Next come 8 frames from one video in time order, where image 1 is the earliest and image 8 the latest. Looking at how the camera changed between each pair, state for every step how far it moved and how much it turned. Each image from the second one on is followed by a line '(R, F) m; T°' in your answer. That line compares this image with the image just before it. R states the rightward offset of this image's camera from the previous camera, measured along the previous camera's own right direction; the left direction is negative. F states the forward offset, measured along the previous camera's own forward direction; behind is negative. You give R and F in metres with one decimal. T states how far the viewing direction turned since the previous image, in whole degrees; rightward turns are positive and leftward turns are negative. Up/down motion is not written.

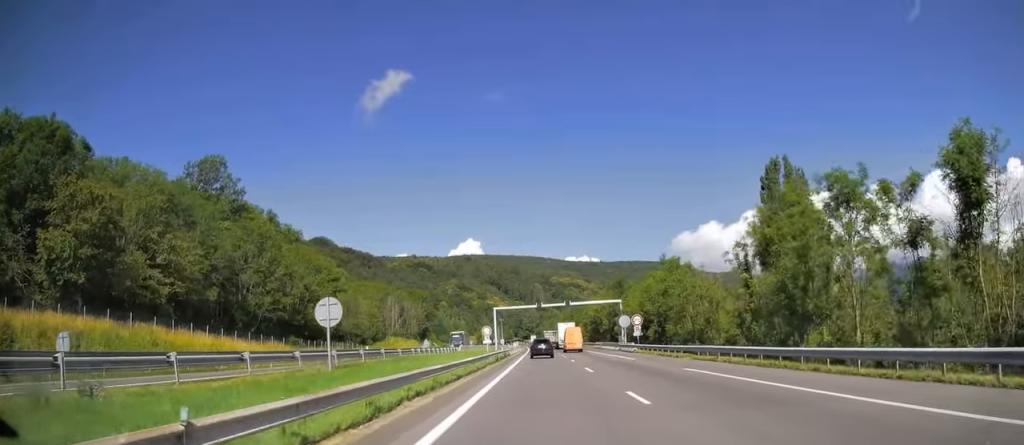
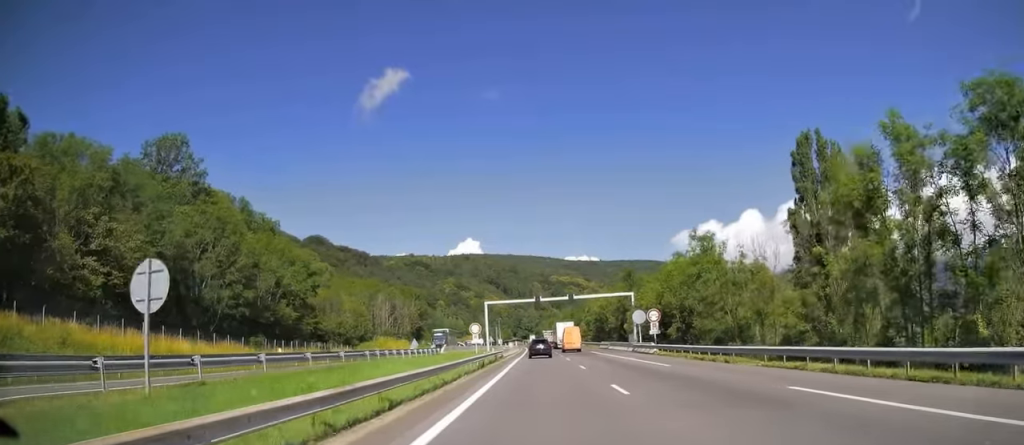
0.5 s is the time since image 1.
(0.0, +10.6) m; 0°
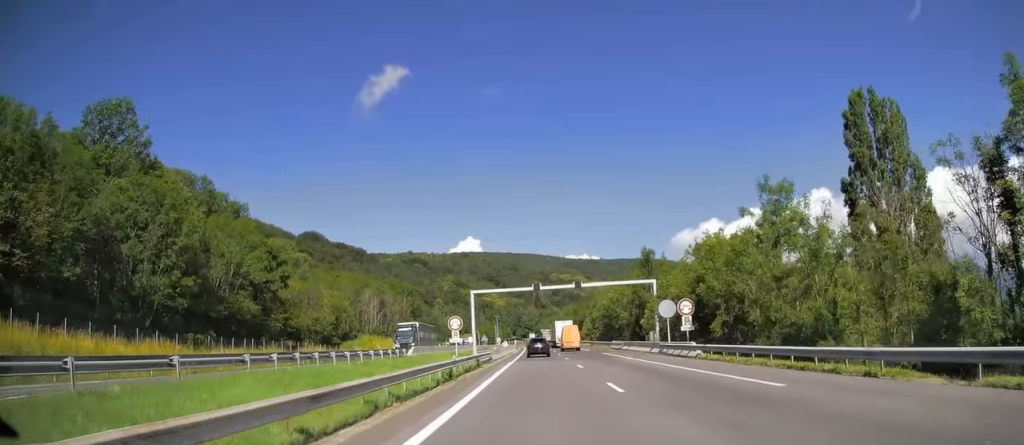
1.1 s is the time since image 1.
(0.0, +12.8) m; 0°
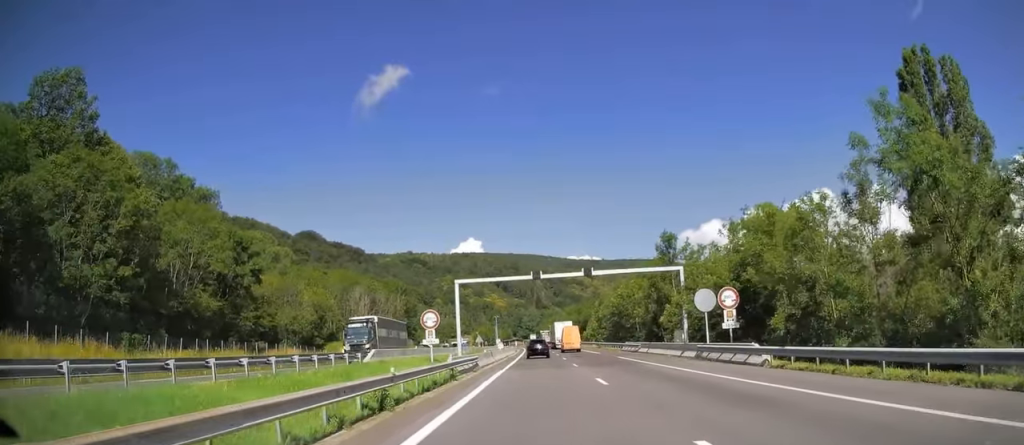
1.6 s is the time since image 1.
(0.0, +10.1) m; 0°
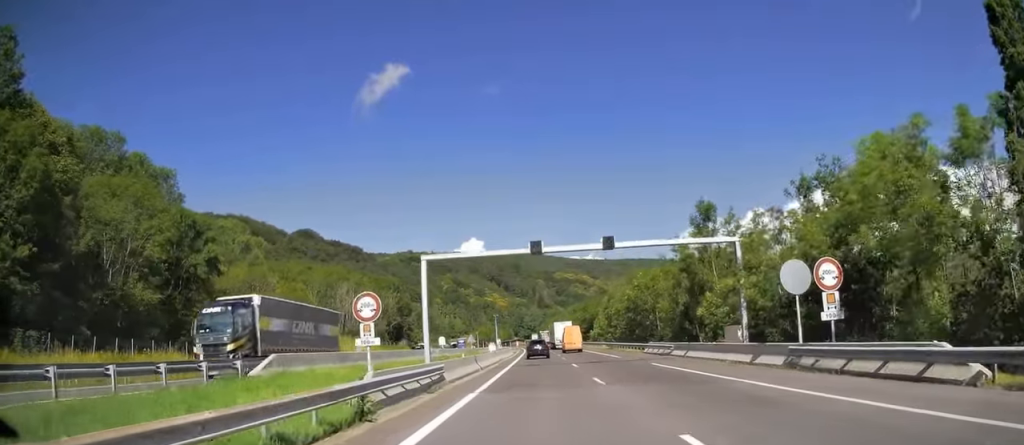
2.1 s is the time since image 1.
(0.0, +12.3) m; 0°
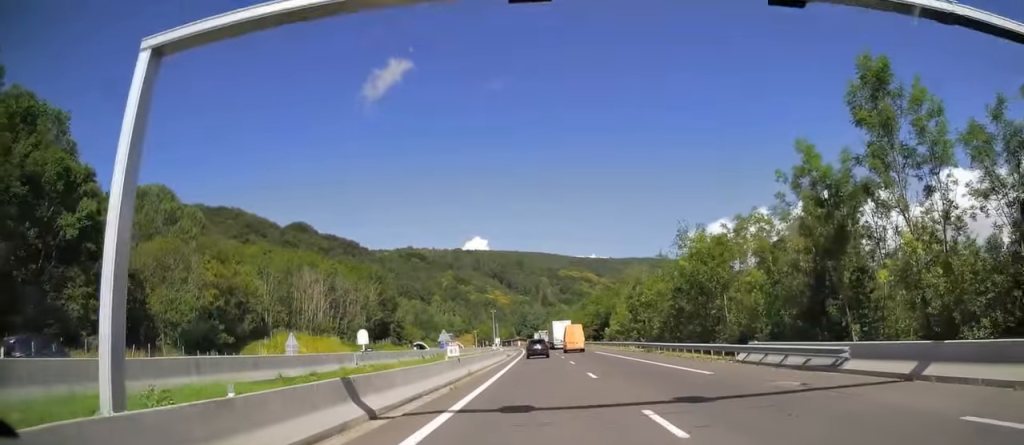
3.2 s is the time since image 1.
(-0.1, +22.8) m; -1°
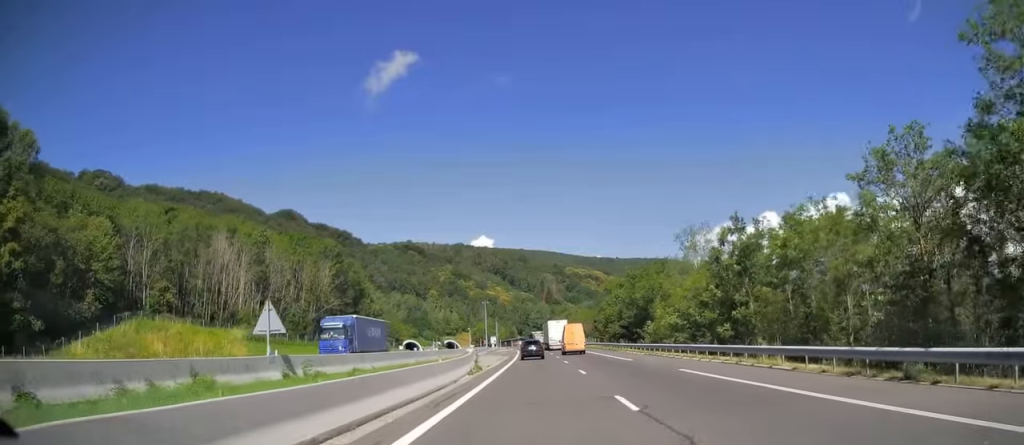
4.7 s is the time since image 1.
(-0.2, +35.3) m; -1°
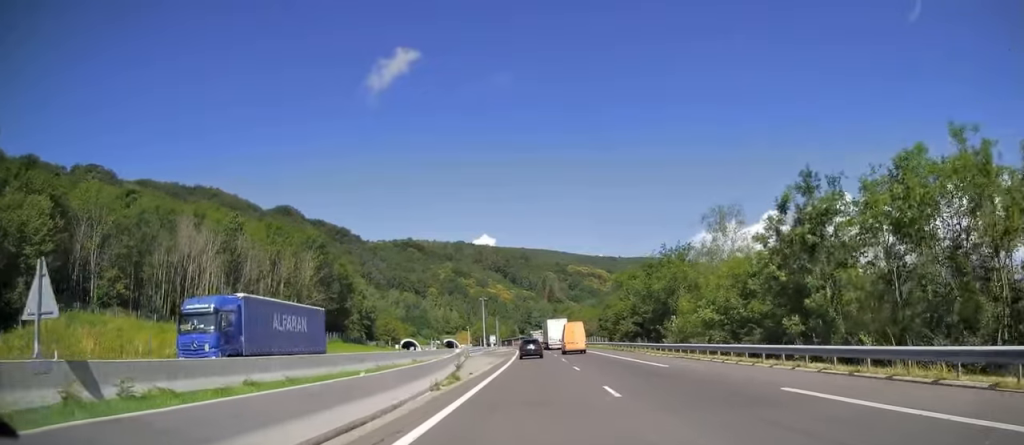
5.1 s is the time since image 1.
(0.0, +10.0) m; 0°
